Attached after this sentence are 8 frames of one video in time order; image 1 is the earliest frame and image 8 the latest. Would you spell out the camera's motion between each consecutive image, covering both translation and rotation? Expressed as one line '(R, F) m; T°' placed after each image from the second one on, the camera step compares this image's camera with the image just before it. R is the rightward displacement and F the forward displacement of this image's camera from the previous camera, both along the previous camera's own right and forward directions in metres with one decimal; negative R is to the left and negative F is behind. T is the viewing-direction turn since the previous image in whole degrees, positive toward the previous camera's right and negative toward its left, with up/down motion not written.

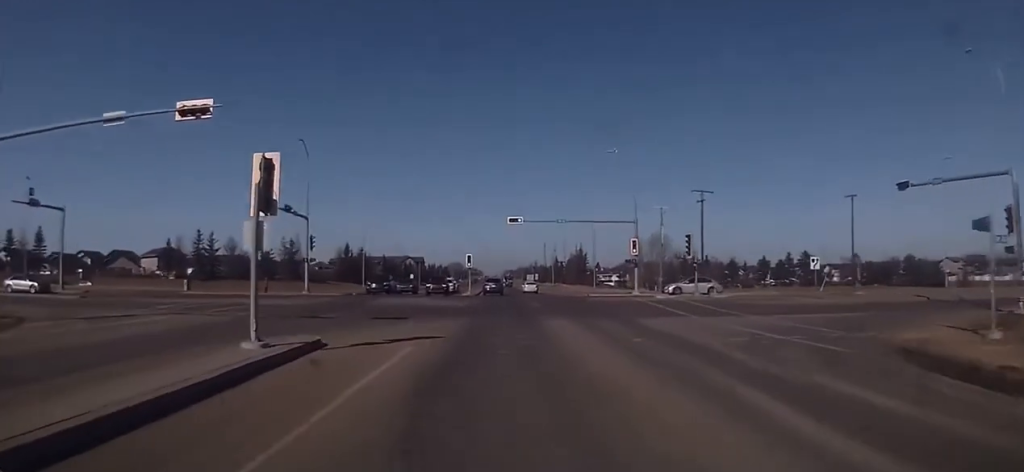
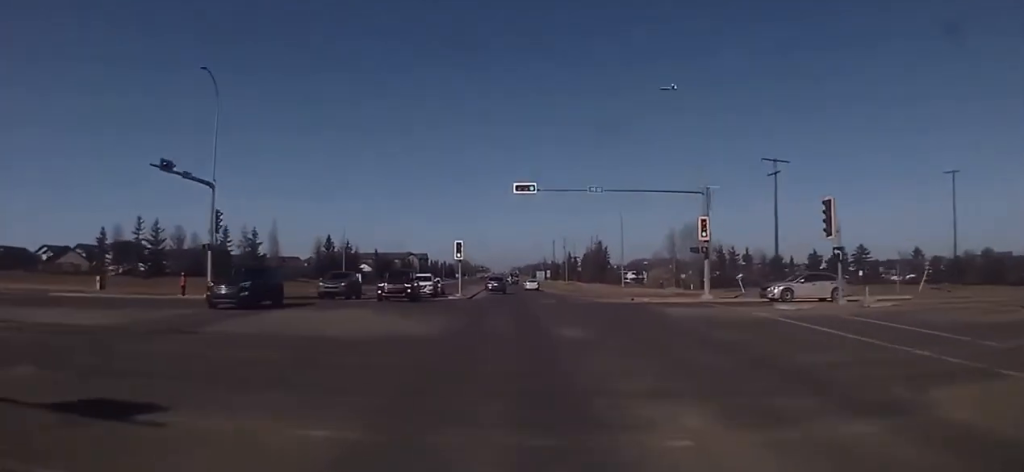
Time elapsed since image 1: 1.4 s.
(+0.3, +19.7) m; 0°
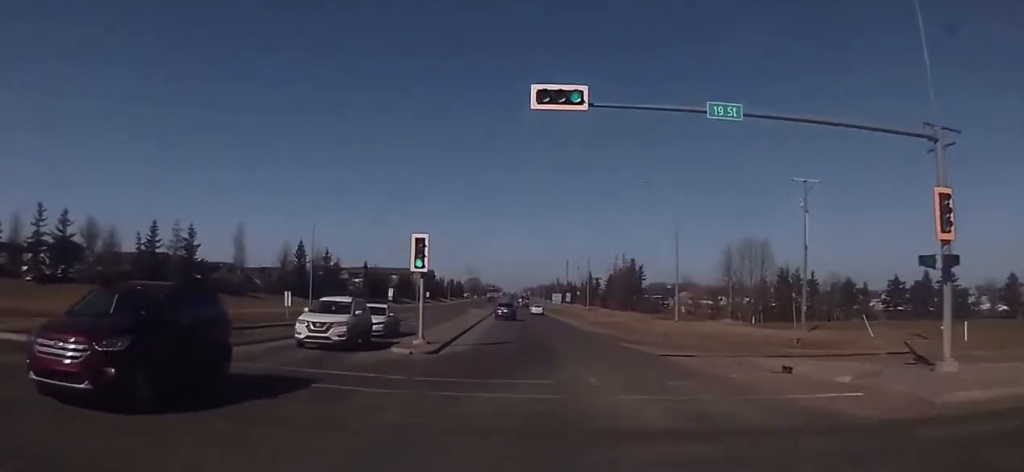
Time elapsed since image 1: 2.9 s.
(-0.5, +22.4) m; -2°
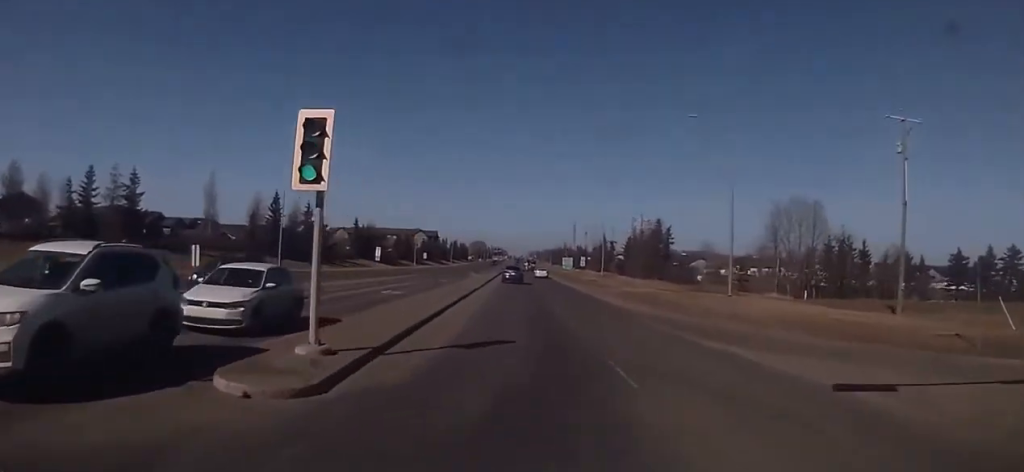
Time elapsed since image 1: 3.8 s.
(0.0, +13.3) m; 0°
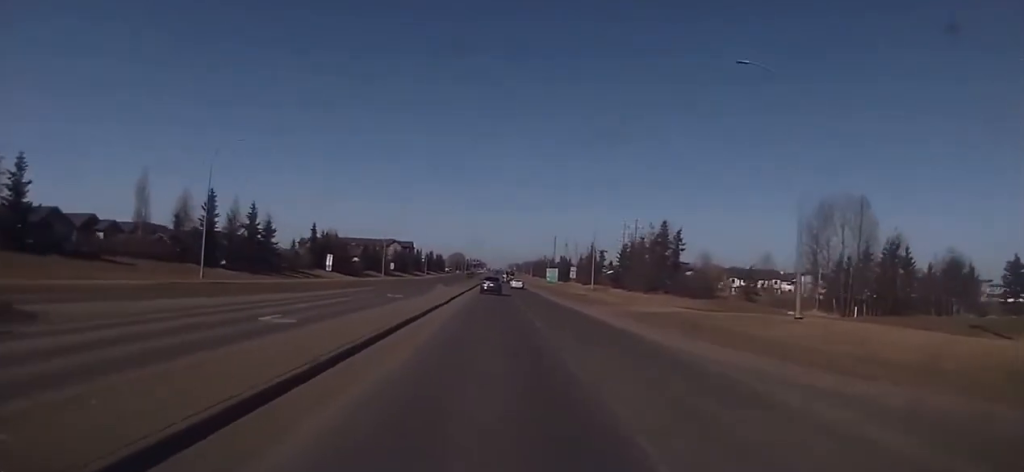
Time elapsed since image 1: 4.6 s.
(0.0, +14.1) m; 0°
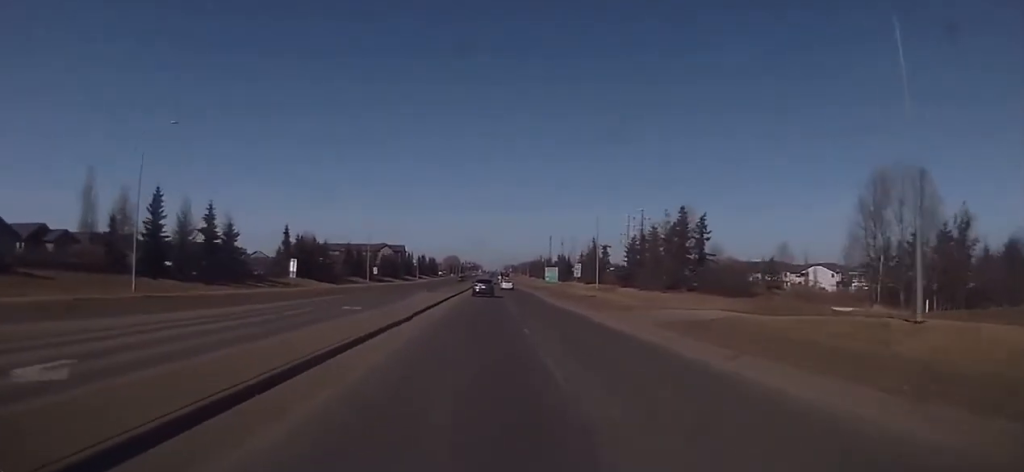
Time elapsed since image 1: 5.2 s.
(0.0, +10.7) m; +1°
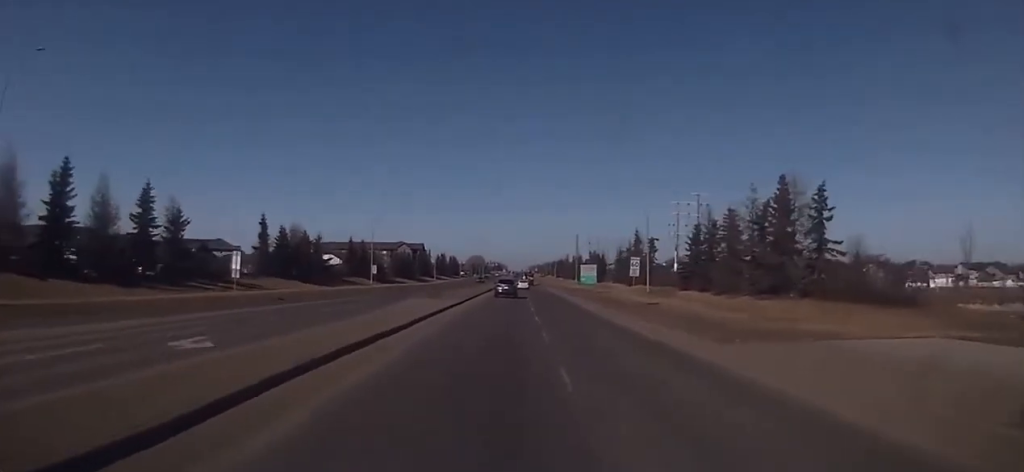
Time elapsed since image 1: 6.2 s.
(+0.2, +18.4) m; 0°
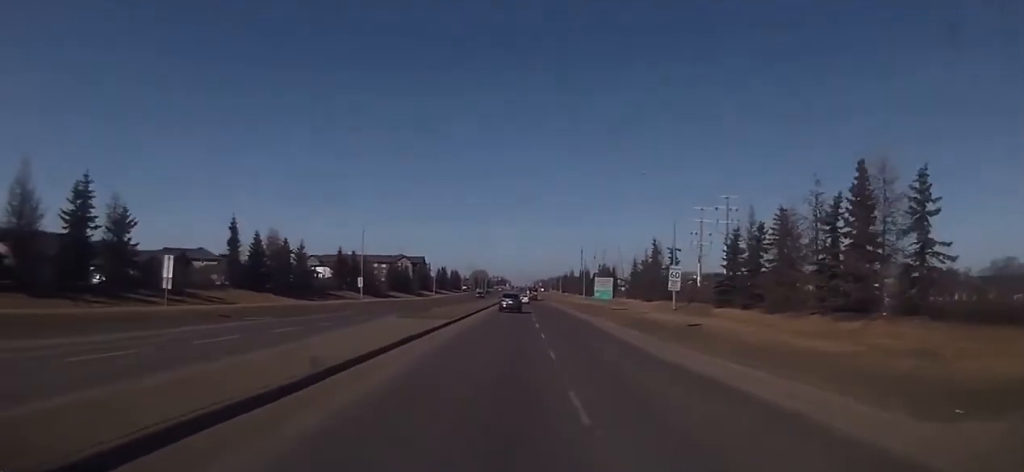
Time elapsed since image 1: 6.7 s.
(+0.2, +10.1) m; -1°
